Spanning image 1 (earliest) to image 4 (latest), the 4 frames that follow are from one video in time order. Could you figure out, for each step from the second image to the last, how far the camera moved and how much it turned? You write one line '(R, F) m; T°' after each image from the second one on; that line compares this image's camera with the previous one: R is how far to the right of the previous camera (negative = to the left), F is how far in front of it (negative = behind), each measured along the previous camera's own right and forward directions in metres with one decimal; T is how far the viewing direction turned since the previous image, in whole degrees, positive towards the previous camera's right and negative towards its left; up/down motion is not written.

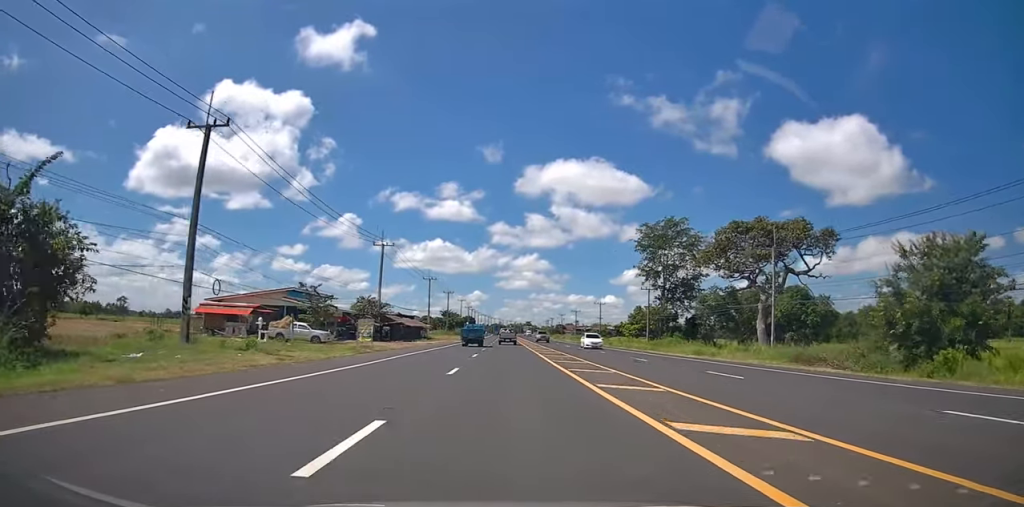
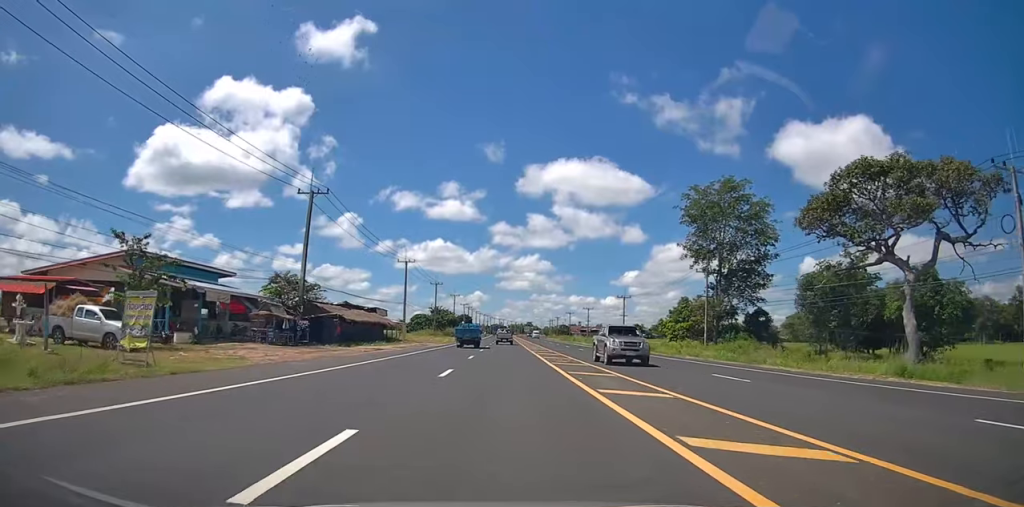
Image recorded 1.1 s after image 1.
(-0.4, +24.9) m; 0°
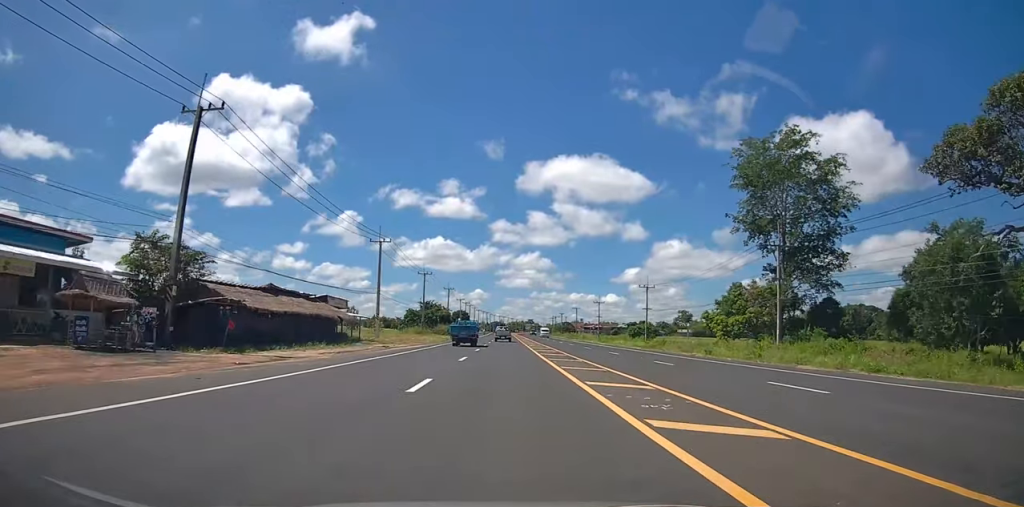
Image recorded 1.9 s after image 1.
(+0.1, +16.6) m; 0°
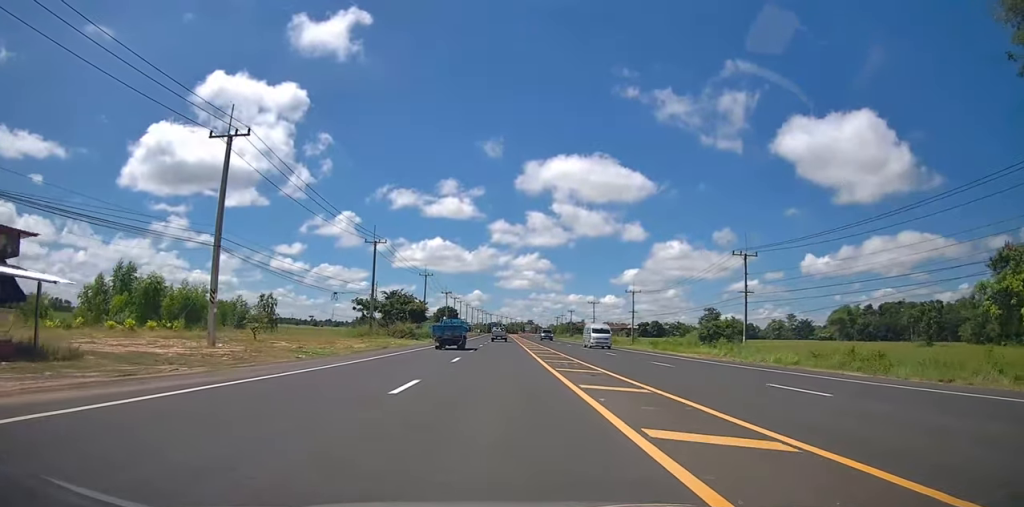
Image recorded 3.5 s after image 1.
(-0.2, +36.4) m; 0°
